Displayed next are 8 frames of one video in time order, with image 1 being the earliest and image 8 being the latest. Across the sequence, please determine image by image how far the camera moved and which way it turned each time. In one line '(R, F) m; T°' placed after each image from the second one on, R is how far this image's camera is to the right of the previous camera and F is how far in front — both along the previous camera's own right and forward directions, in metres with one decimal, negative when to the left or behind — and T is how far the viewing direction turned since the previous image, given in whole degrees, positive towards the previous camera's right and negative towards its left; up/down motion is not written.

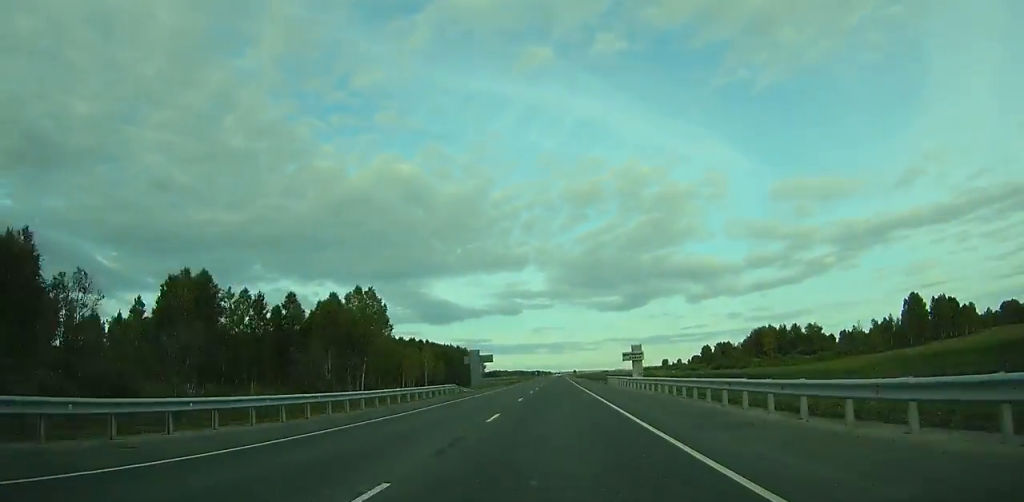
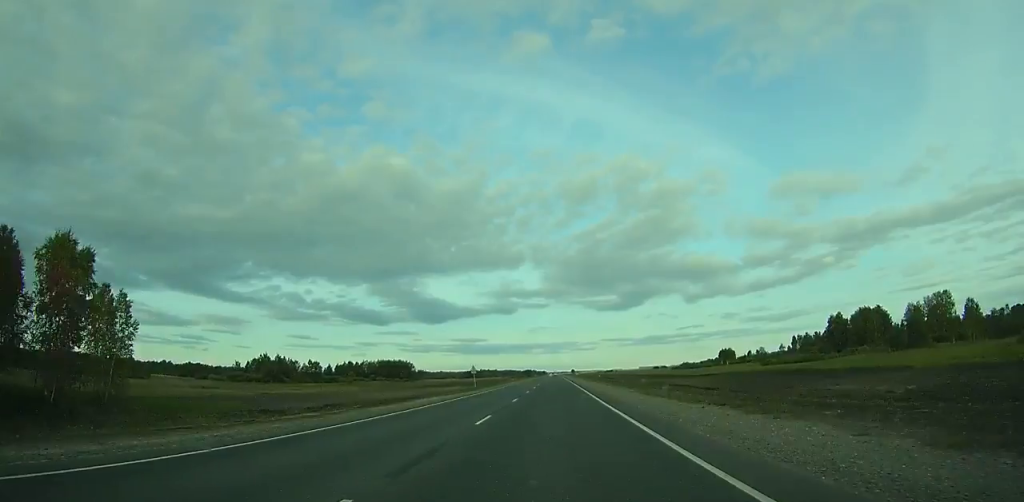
(-1.7, +194.1) m; 0°
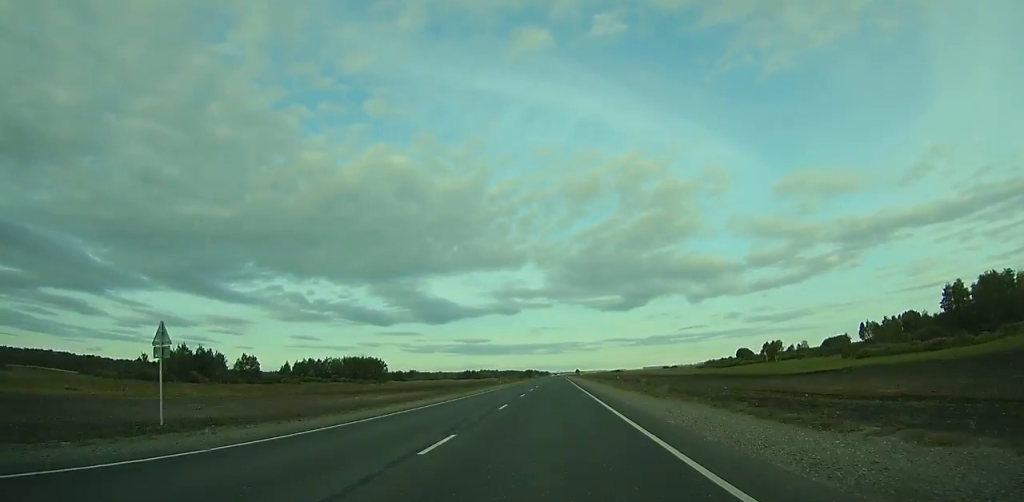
(+0.1, +66.5) m; 0°
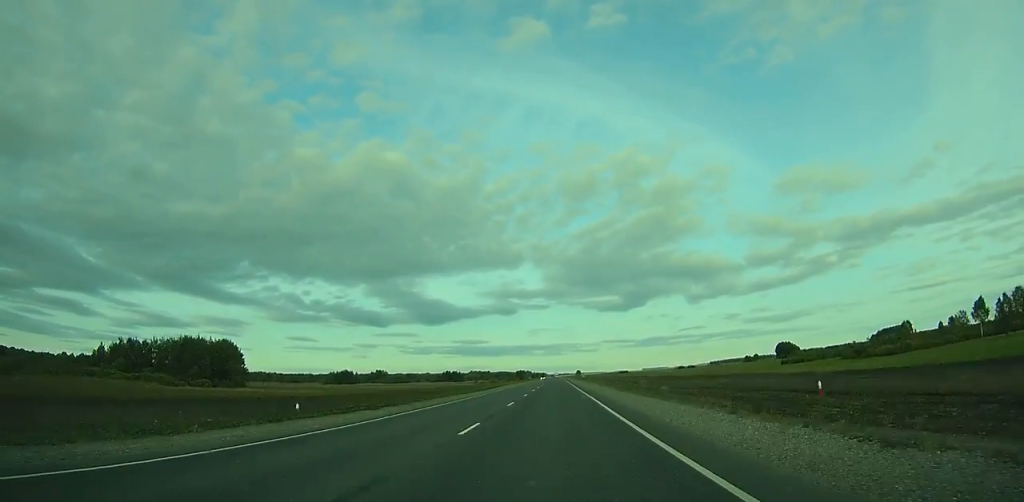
(-0.2, +144.4) m; 0°
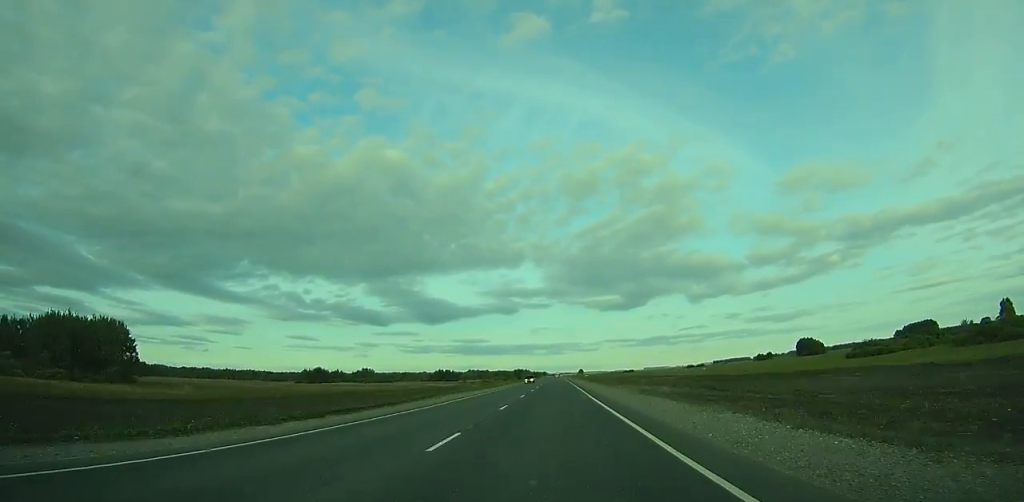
(+0.2, +52.9) m; 0°
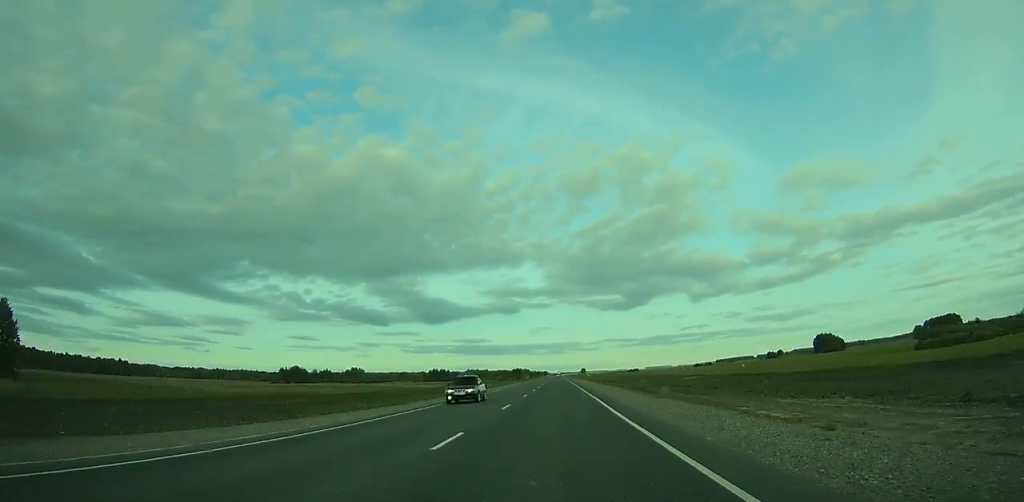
(+0.2, +37.3) m; 0°
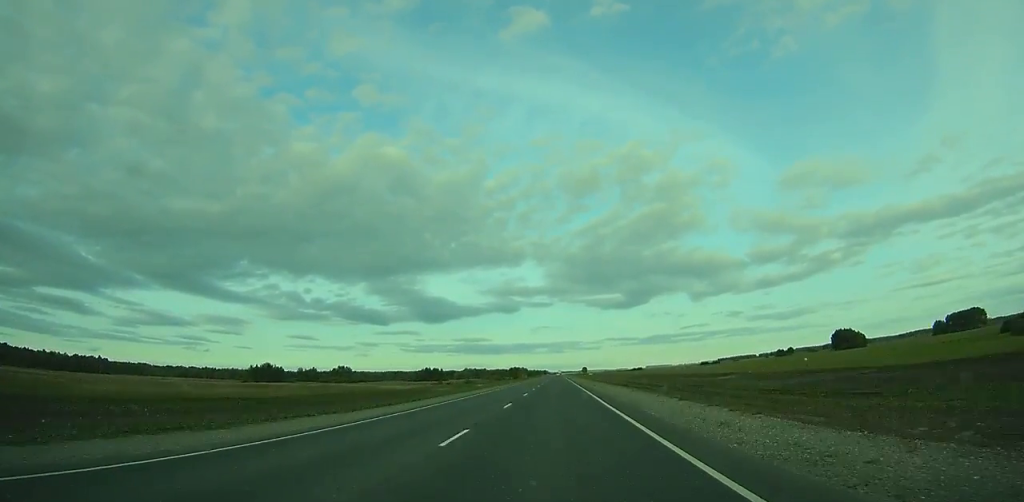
(-0.1, +36.2) m; 0°
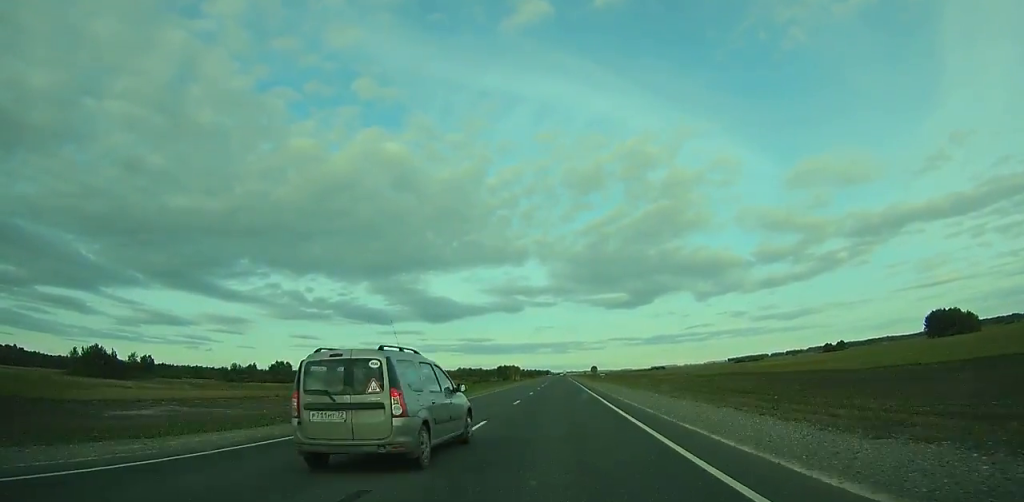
(-0.6, +134.6) m; 0°
